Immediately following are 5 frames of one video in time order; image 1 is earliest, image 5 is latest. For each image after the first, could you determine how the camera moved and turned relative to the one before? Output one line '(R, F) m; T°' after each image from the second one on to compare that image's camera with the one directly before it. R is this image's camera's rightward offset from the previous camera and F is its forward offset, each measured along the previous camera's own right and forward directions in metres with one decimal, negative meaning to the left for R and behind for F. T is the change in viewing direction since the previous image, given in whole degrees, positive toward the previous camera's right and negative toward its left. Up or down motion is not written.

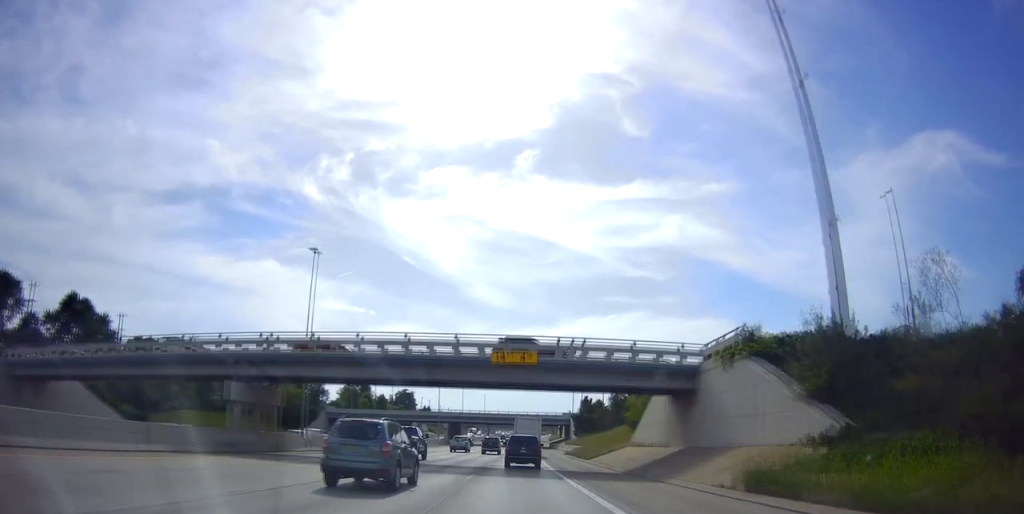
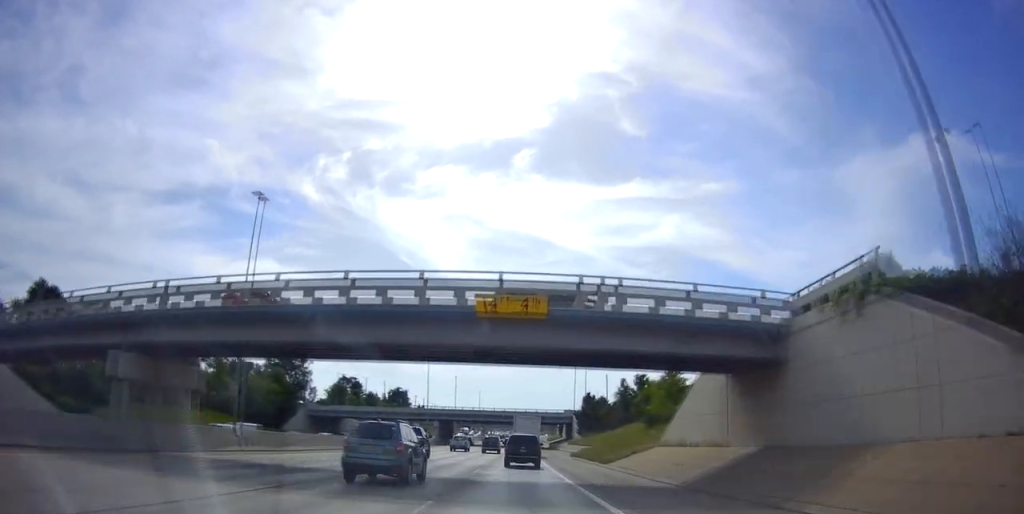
(0.0, +11.6) m; 0°
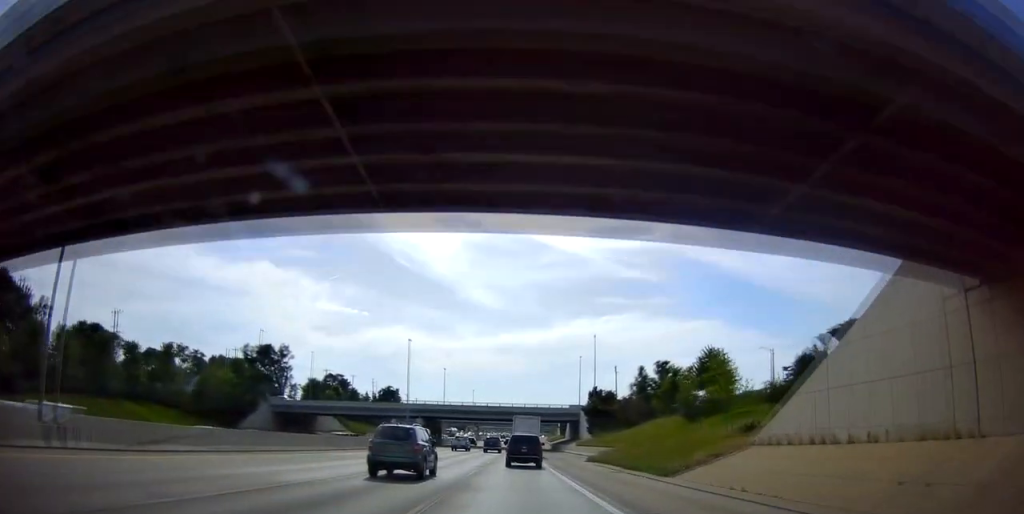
(+0.1, +17.4) m; -1°
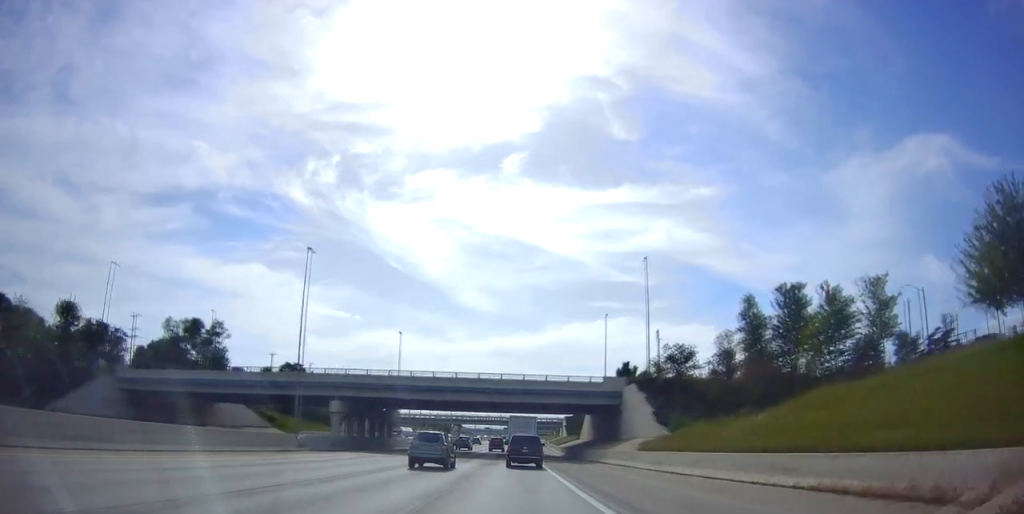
(-0.8, +44.7) m; 0°
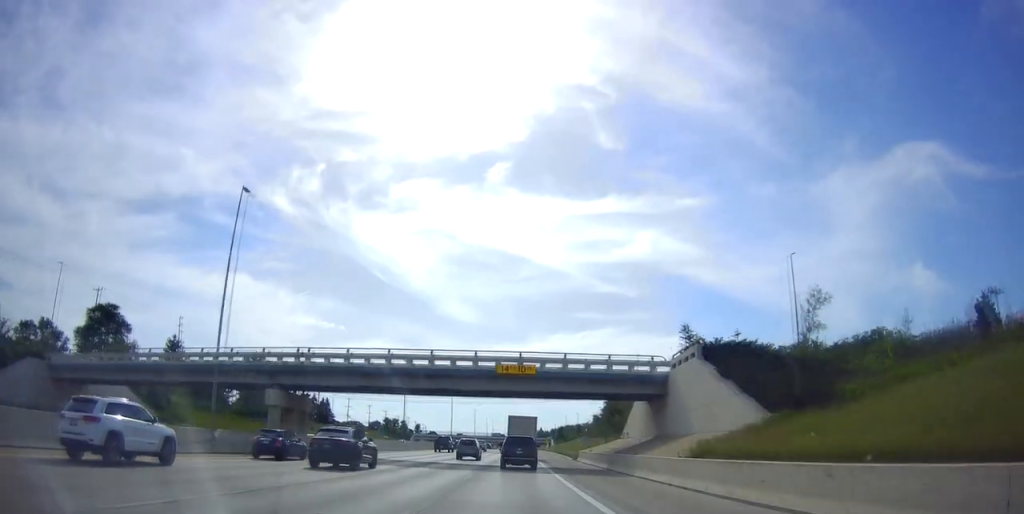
(+4.0, +108.7) m; +3°
